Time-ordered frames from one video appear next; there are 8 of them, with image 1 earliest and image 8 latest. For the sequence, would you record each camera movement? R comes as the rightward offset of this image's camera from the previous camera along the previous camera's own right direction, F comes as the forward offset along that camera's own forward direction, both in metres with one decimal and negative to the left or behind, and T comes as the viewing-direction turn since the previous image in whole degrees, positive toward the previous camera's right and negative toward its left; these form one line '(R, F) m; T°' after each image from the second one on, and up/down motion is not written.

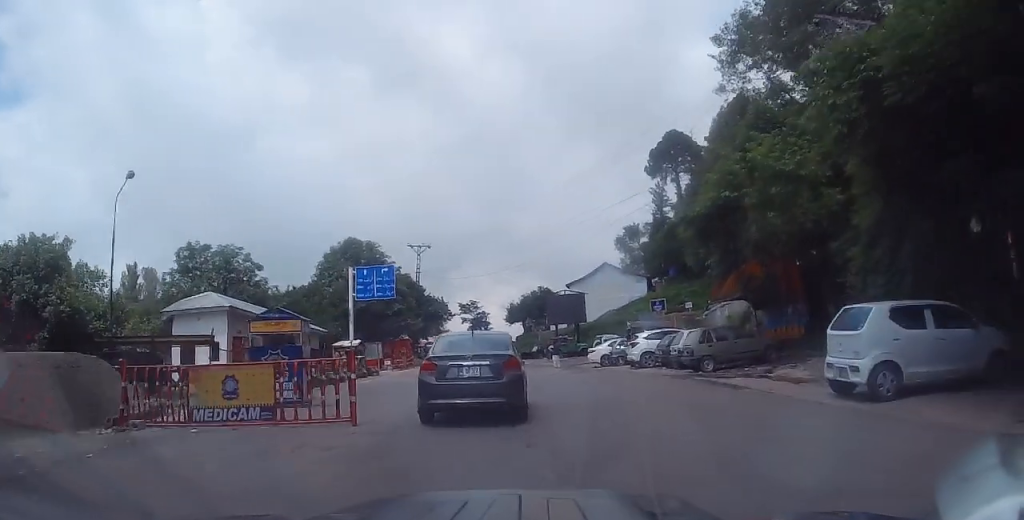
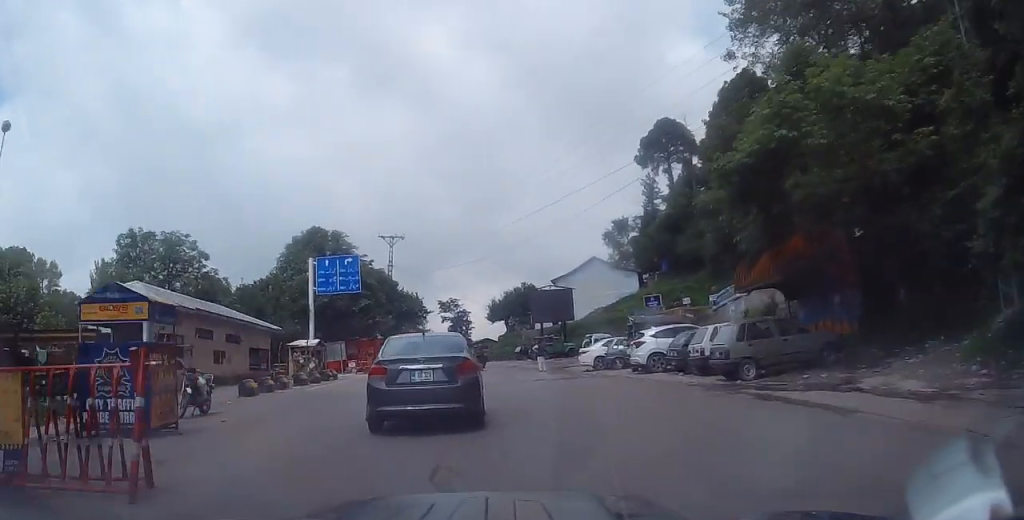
(0.0, +5.4) m; -3°
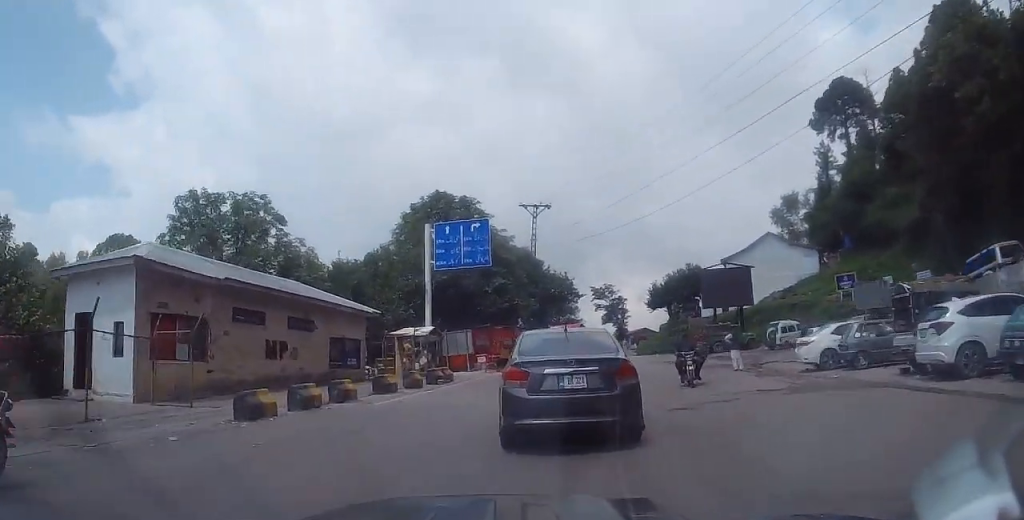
(-0.7, +10.0) m; -11°
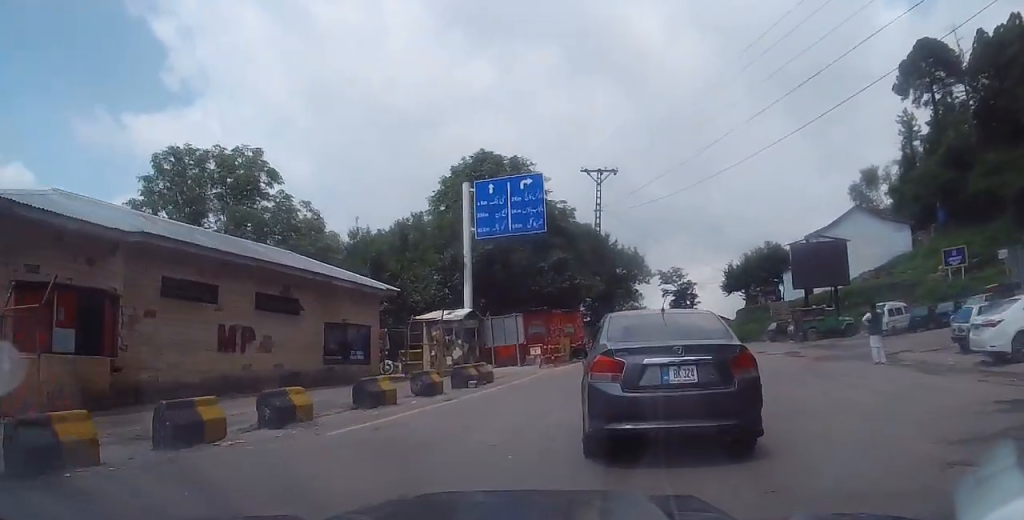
(-0.9, +6.9) m; -1°
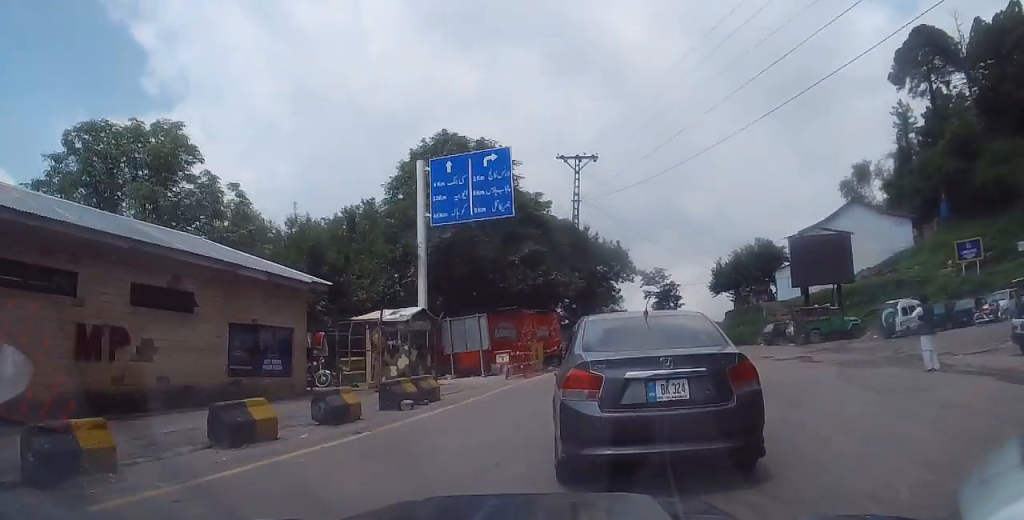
(+0.6, +4.1) m; +5°
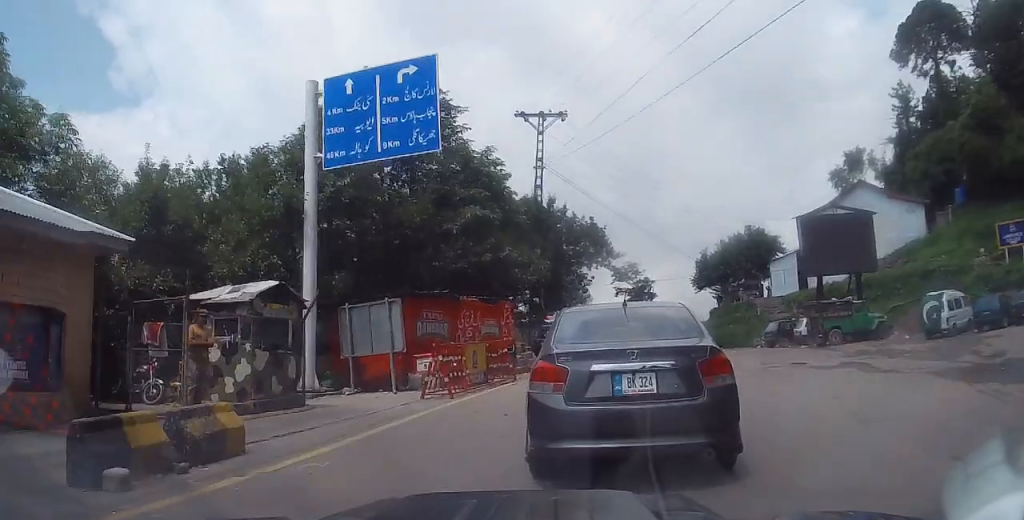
(-0.1, +7.7) m; -4°
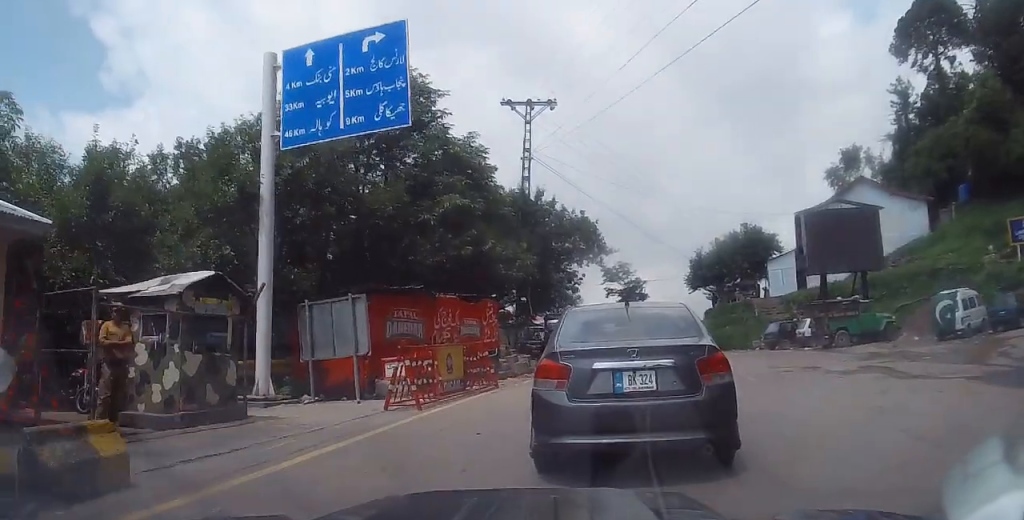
(-0.2, +1.9) m; +2°
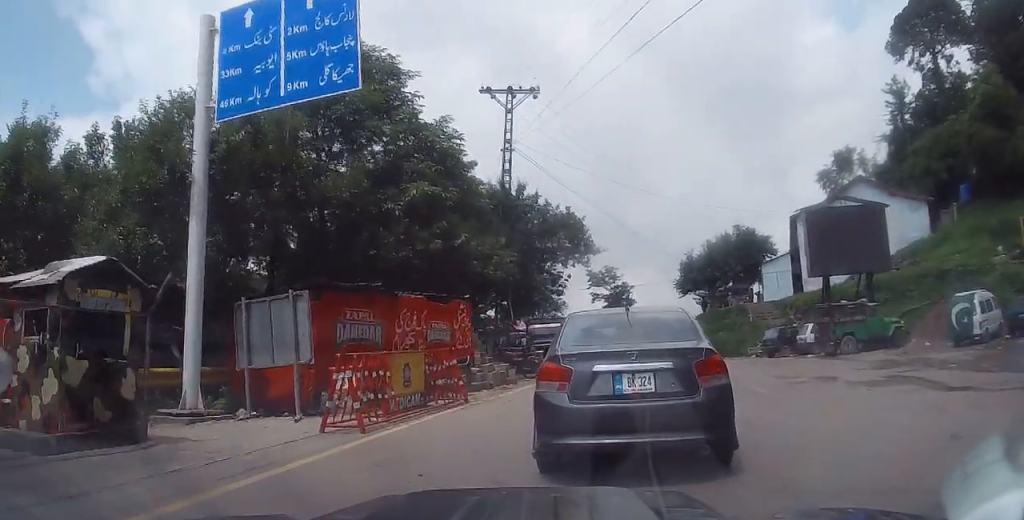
(+0.1, +2.3) m; +3°
